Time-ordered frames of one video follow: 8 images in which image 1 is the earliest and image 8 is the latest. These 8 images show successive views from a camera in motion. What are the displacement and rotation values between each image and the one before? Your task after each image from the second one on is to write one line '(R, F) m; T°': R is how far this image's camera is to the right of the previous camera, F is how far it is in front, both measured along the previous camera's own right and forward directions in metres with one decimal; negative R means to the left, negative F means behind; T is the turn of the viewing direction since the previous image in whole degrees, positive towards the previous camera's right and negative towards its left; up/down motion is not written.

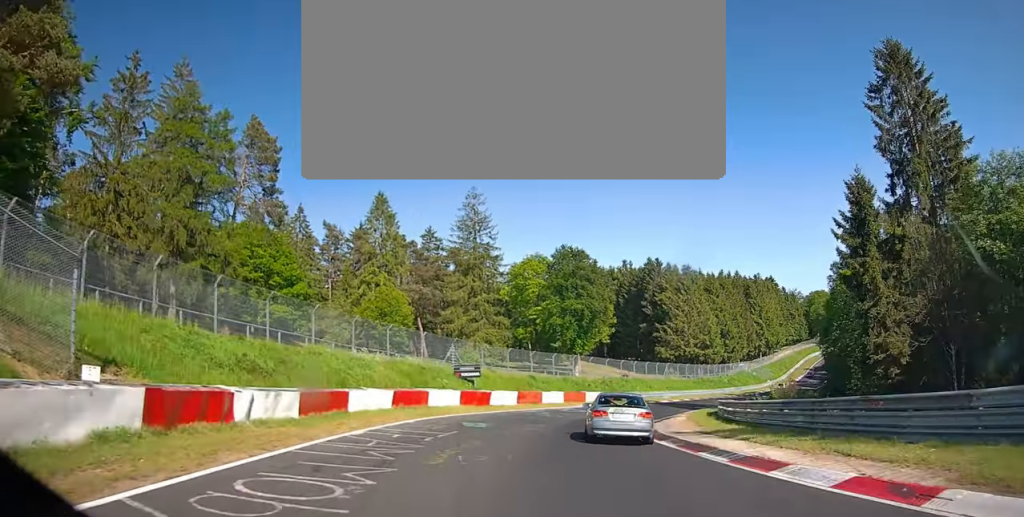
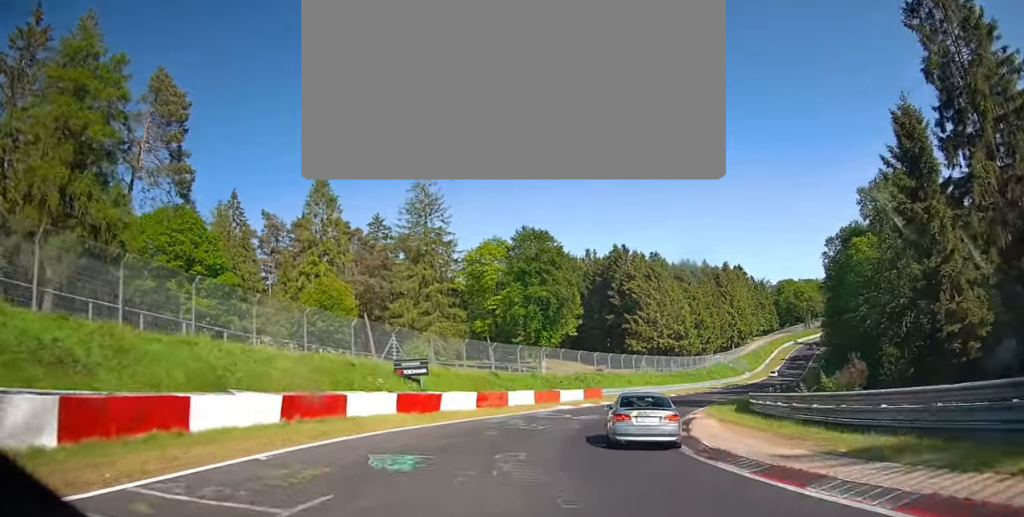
(+0.6, +10.1) m; +4°
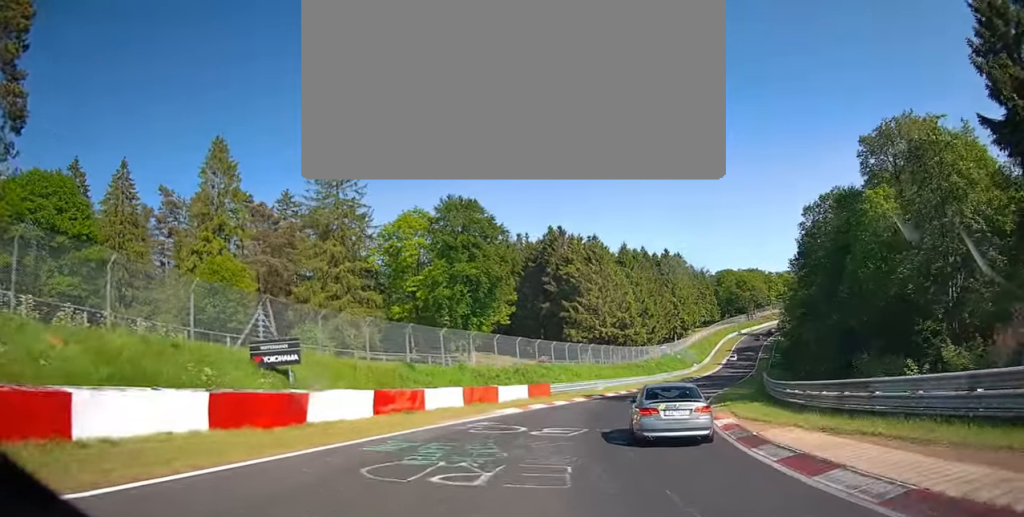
(+0.3, +12.1) m; +6°
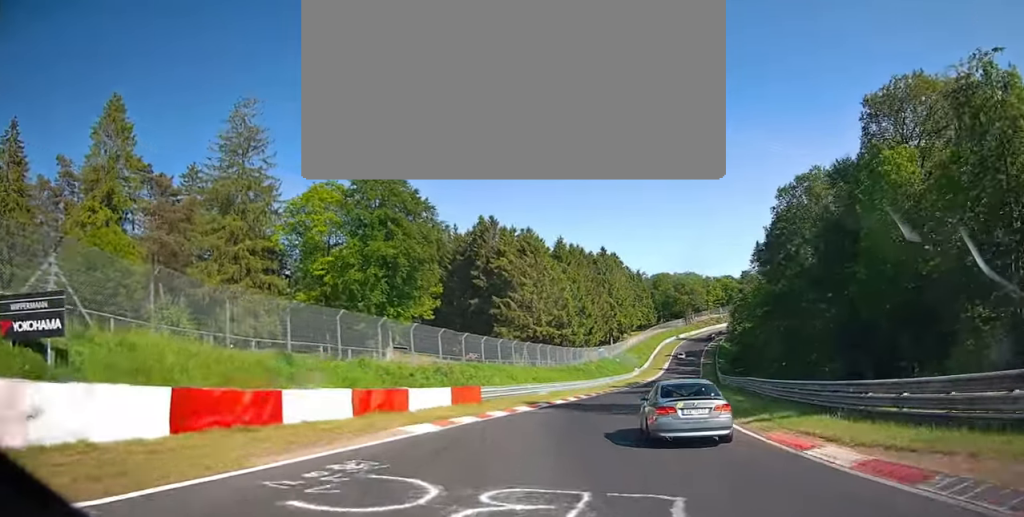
(+0.4, +9.9) m; +6°
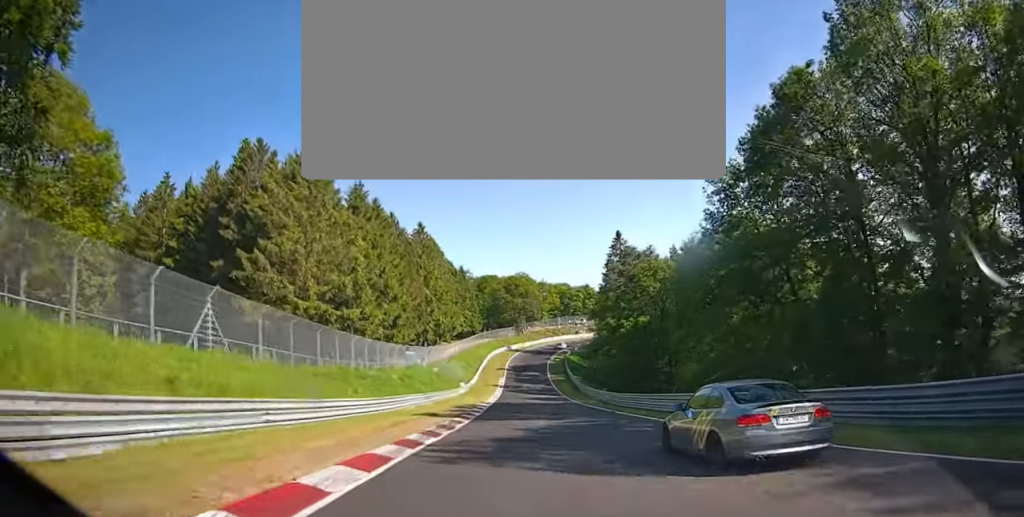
(+8.9, +35.0) m; +24°
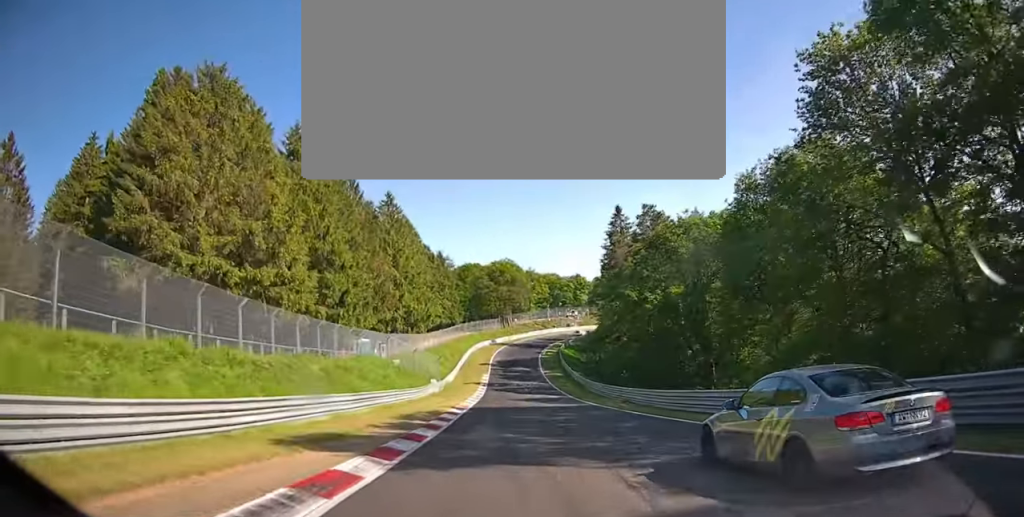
(+1.3, +16.6) m; +5°
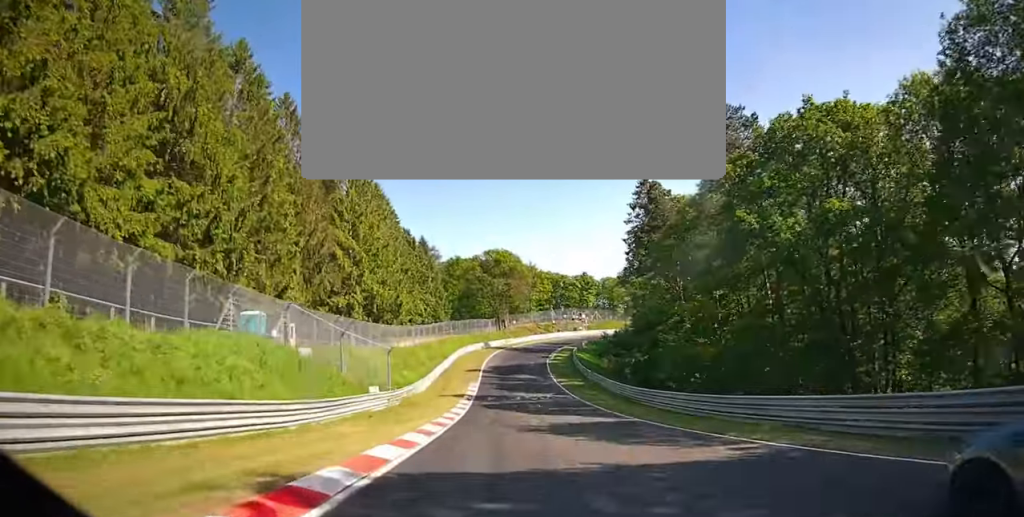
(+0.8, +24.6) m; 0°
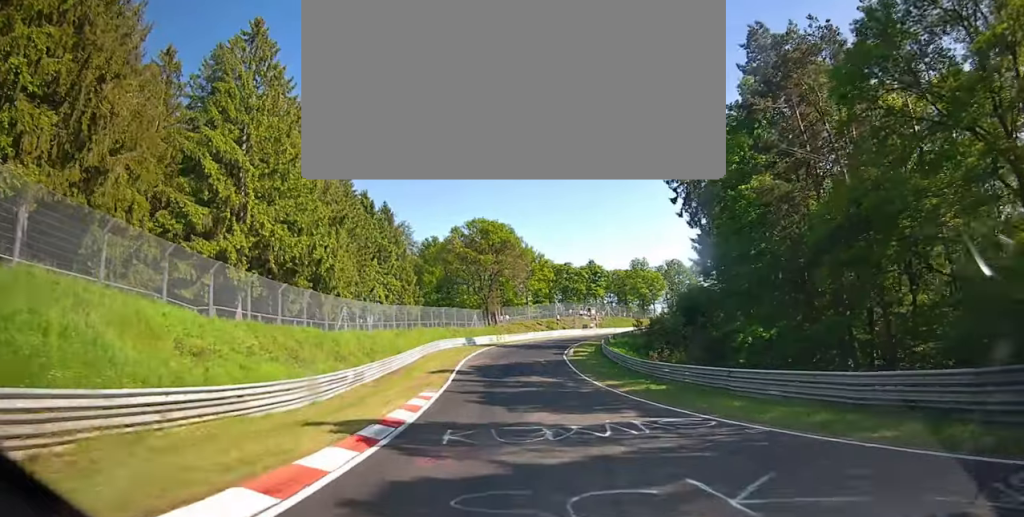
(-0.7, +30.5) m; -2°
